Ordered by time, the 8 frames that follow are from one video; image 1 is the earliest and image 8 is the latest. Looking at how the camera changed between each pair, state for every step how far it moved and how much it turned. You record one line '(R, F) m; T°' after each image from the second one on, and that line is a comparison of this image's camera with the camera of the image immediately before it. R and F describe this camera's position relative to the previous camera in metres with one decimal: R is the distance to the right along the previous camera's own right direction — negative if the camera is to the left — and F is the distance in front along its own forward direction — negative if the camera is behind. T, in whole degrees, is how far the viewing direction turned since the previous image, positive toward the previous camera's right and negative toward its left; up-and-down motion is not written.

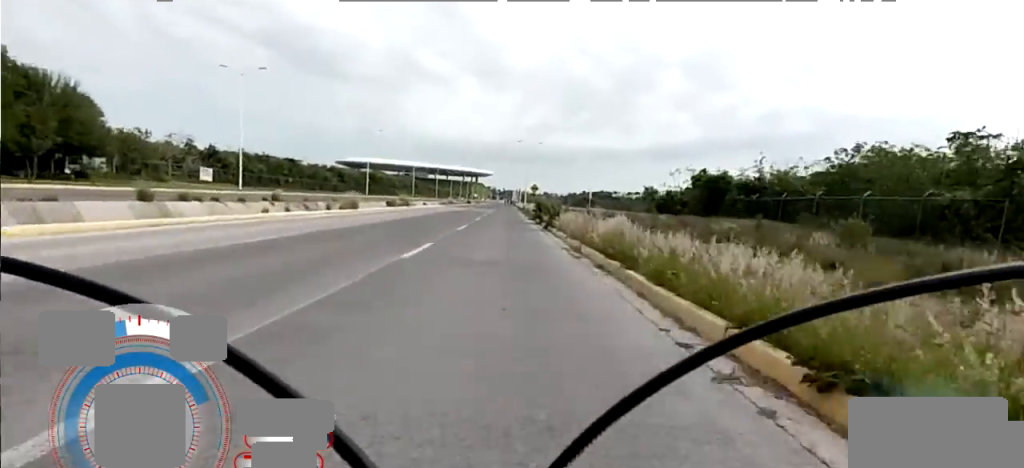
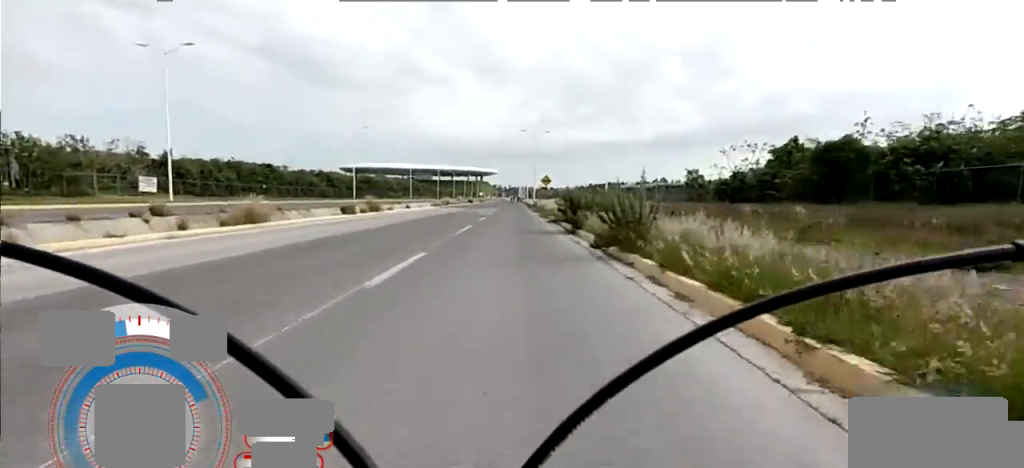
(0.0, +11.5) m; 0°
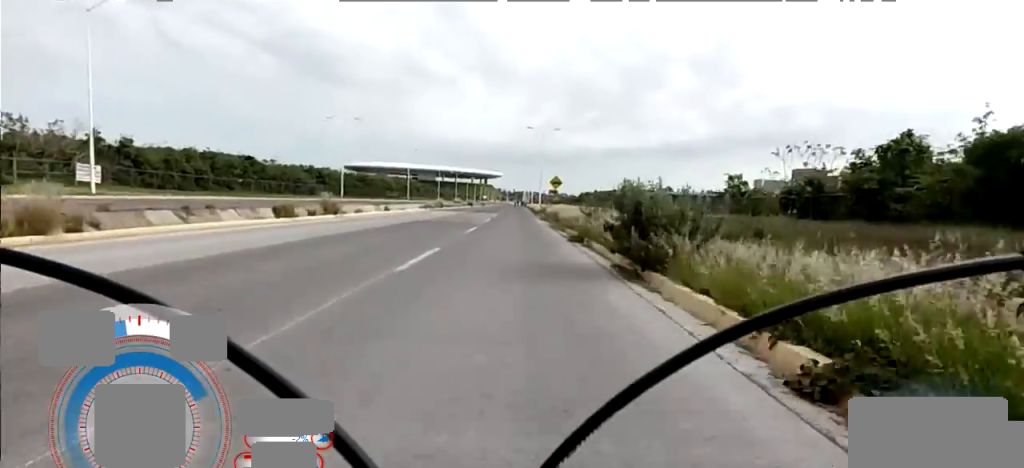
(0.0, +7.4) m; 0°
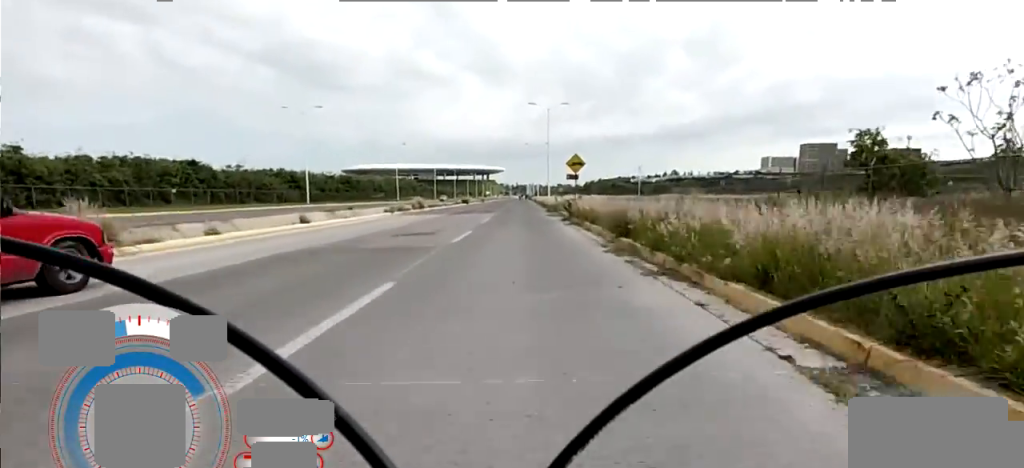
(0.0, +13.0) m; 0°
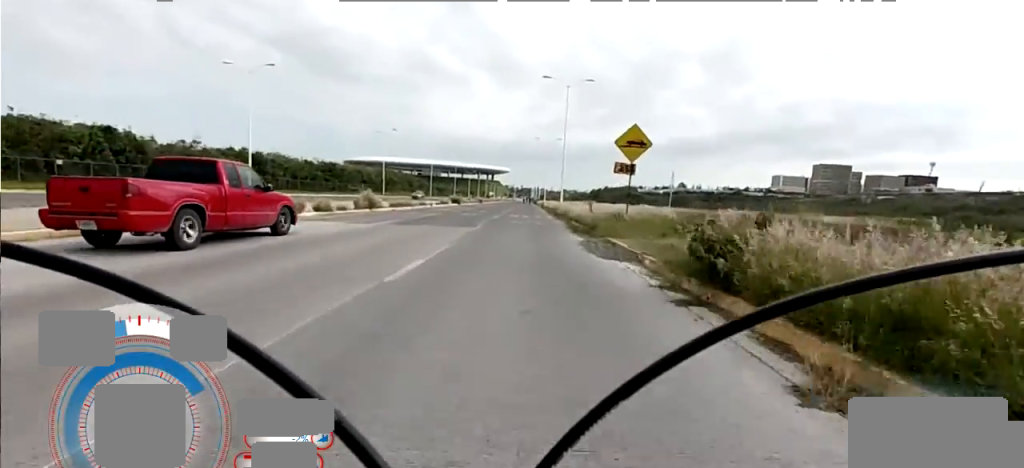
(+0.1, +13.6) m; +1°
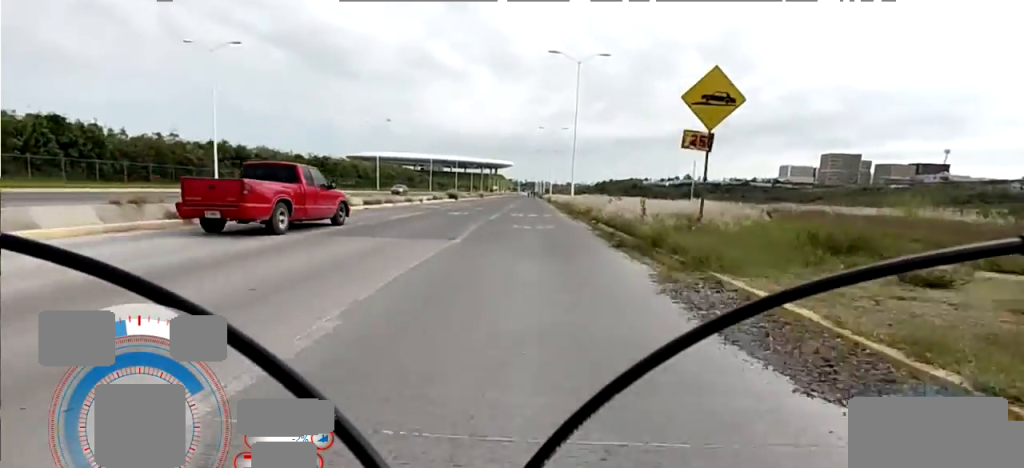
(+0.1, +6.0) m; 0°
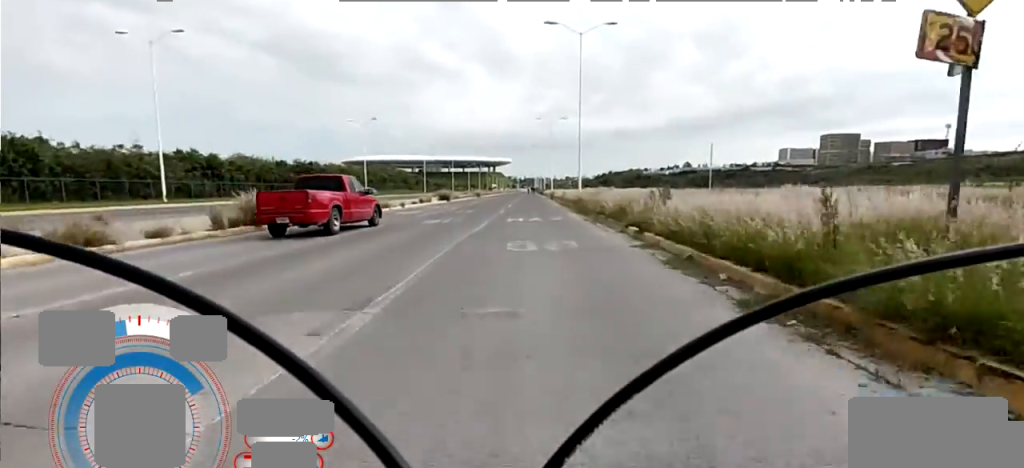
(0.0, +5.7) m; -2°
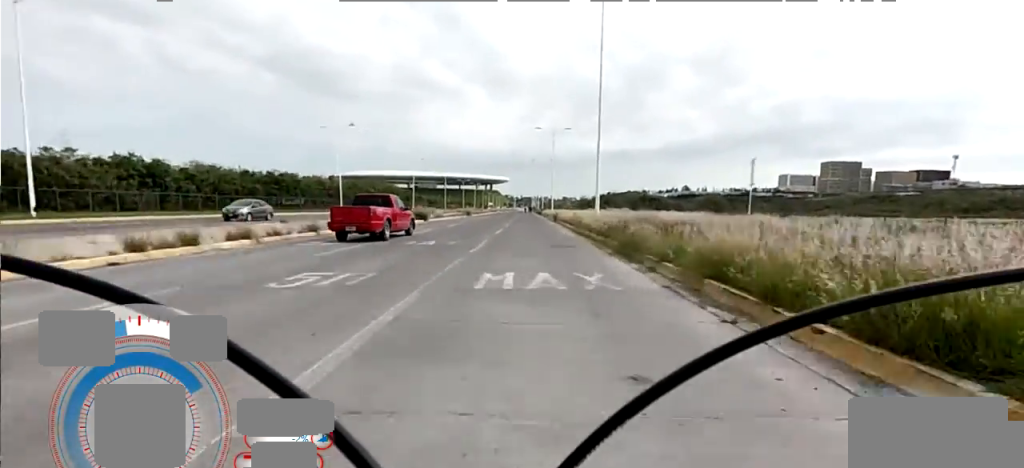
(-0.2, +9.6) m; -3°
